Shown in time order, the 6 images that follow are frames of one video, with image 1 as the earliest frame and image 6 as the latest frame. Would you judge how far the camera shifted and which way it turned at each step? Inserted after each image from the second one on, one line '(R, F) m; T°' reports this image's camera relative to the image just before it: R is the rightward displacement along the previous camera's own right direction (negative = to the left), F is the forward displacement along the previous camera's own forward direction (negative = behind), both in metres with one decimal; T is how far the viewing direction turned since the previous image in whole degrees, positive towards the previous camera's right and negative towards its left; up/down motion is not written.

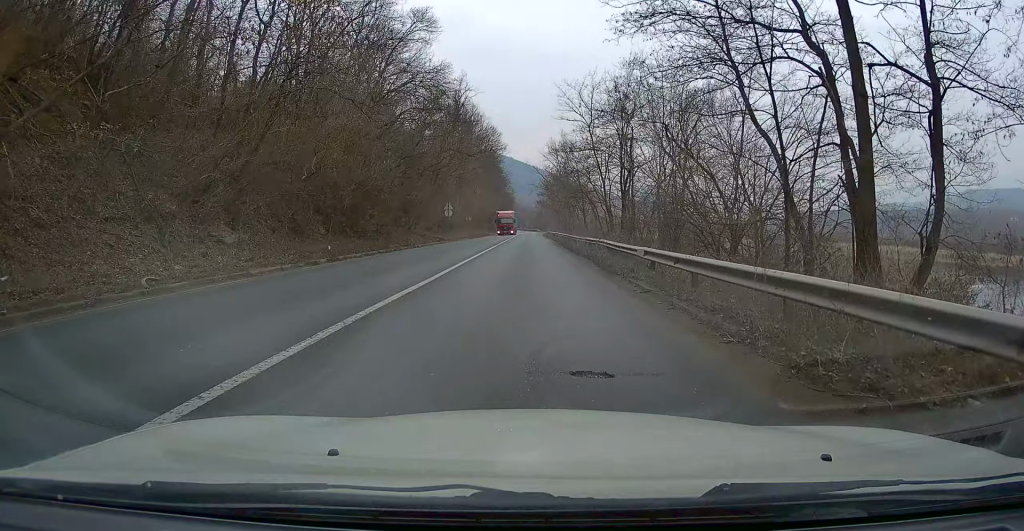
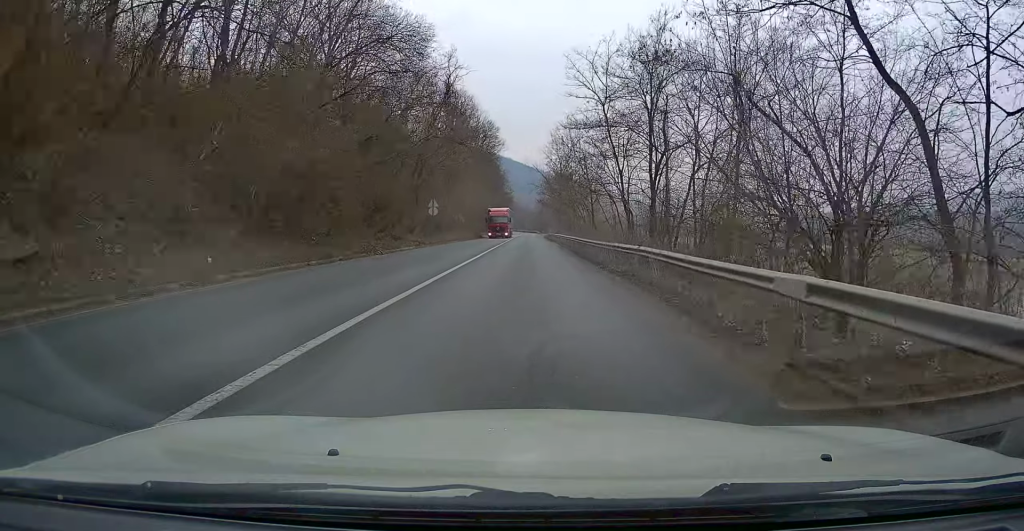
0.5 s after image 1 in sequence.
(-0.1, +8.8) m; 0°
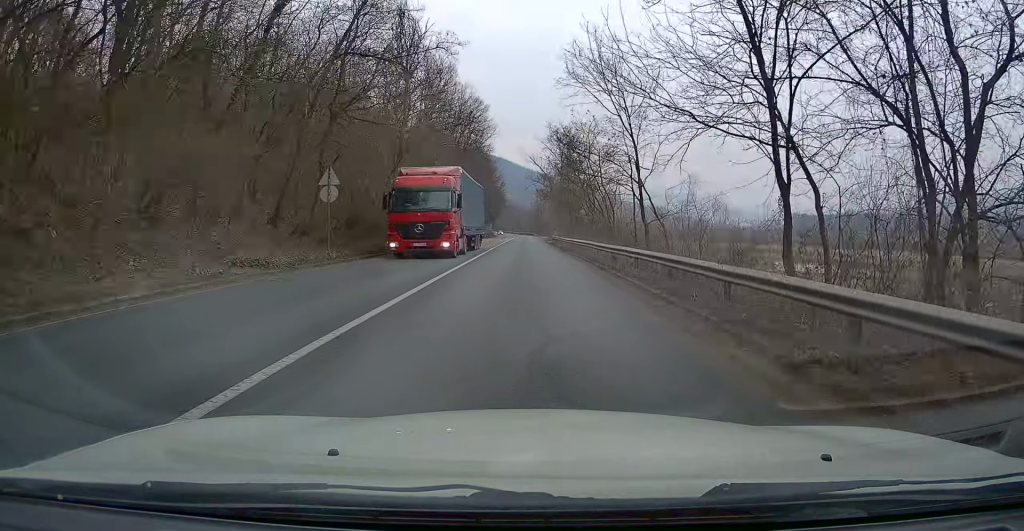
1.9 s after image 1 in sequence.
(+0.3, +24.4) m; +1°
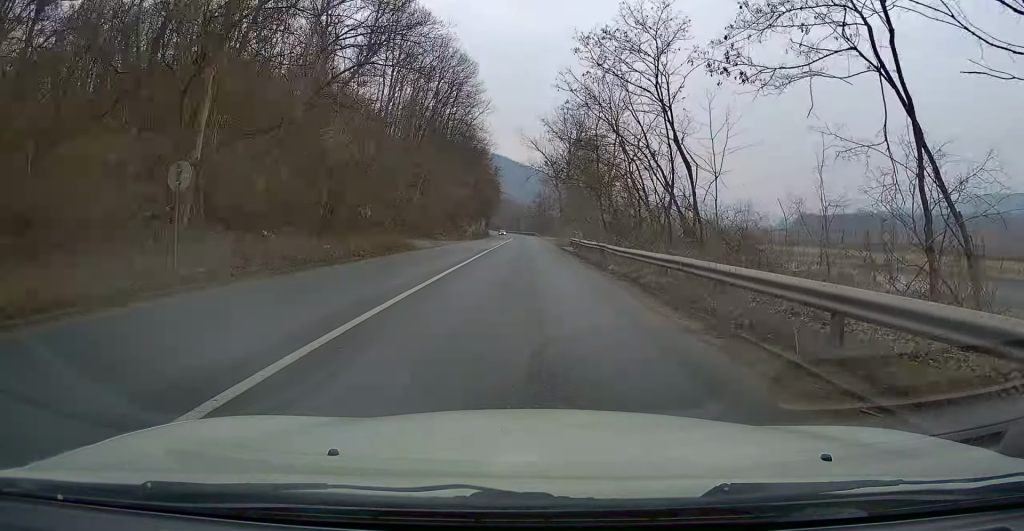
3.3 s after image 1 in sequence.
(-0.5, +26.1) m; -1°
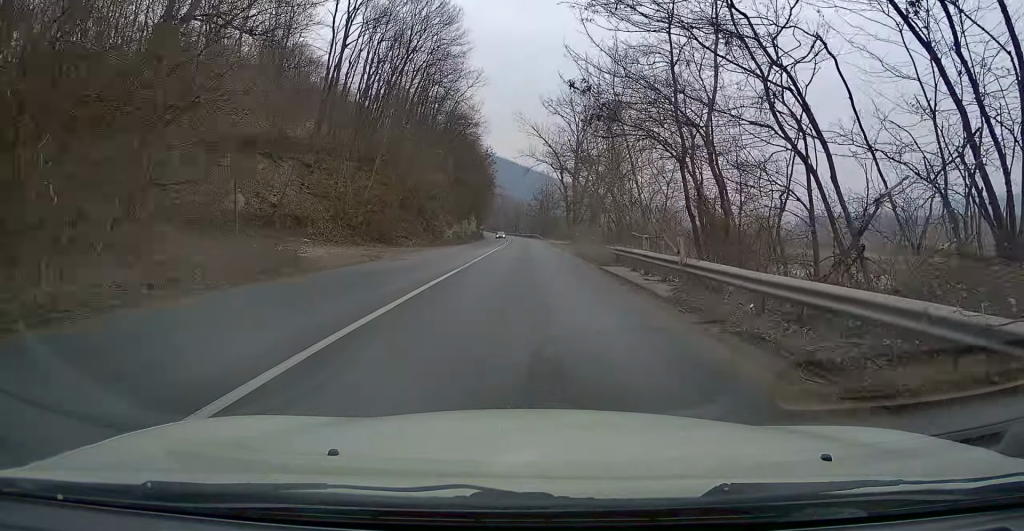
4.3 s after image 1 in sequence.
(0.0, +20.5) m; +1°
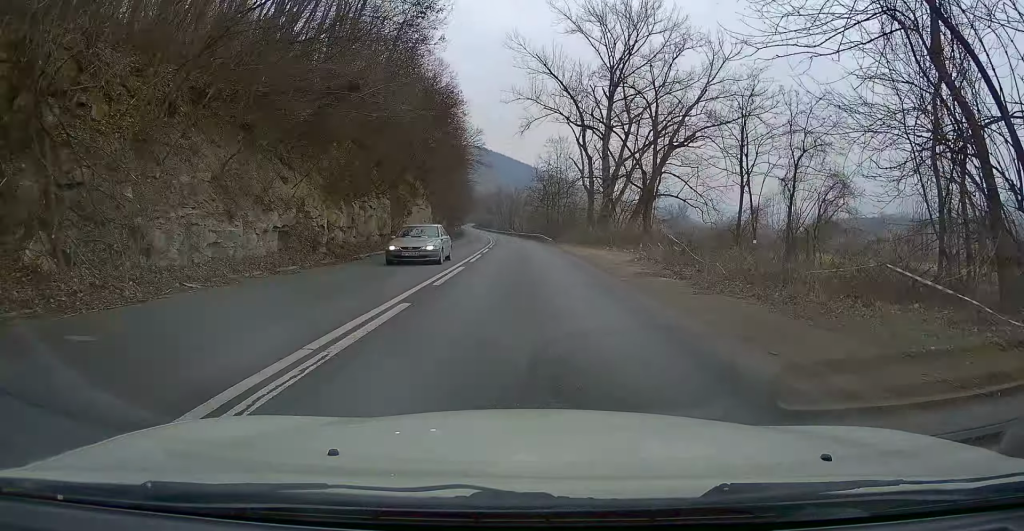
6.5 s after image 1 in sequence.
(+0.3, +44.1) m; 0°
